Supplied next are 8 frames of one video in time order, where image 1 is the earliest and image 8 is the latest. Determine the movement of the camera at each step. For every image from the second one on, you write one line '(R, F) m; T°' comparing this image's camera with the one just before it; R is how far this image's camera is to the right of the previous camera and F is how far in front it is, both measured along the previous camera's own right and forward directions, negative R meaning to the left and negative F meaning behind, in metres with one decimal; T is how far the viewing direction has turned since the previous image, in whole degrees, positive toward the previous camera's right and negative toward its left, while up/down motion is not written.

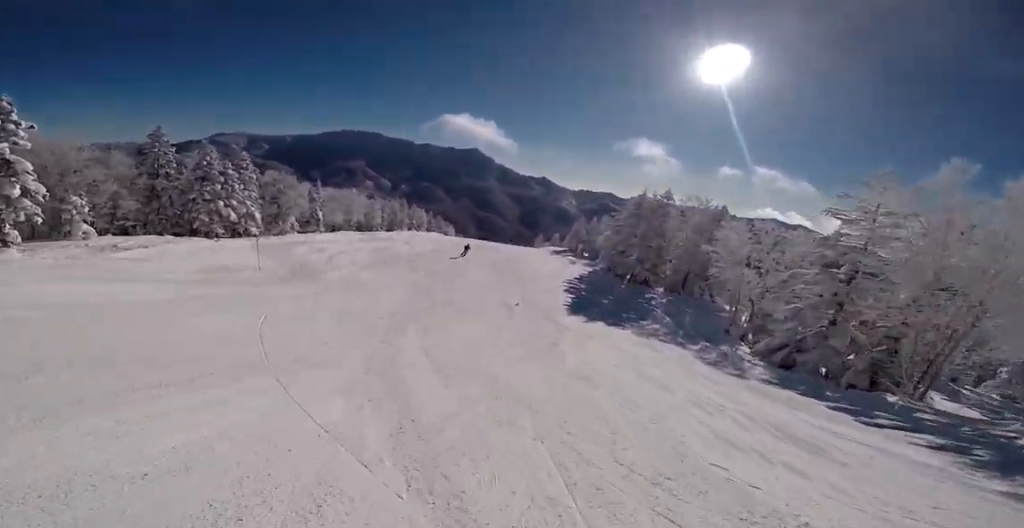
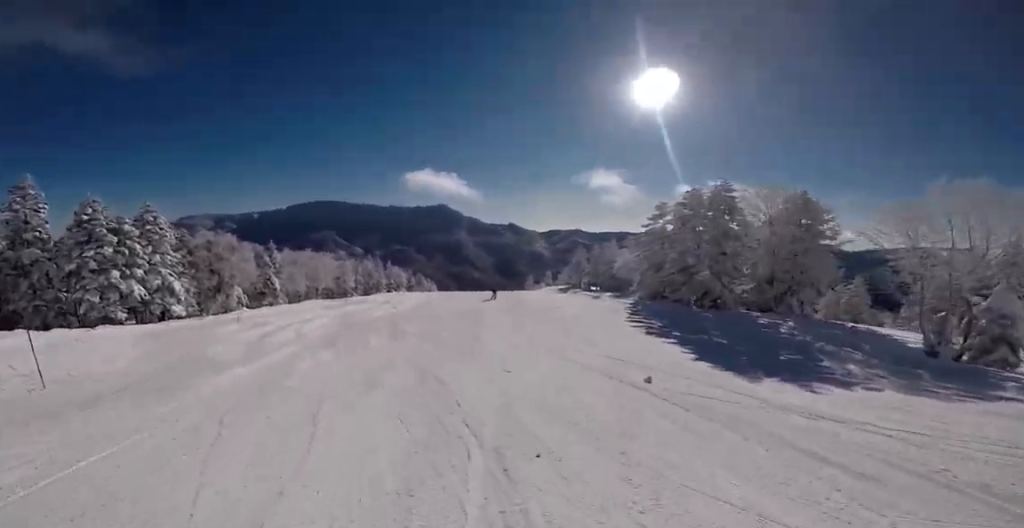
(+0.4, +11.3) m; +9°
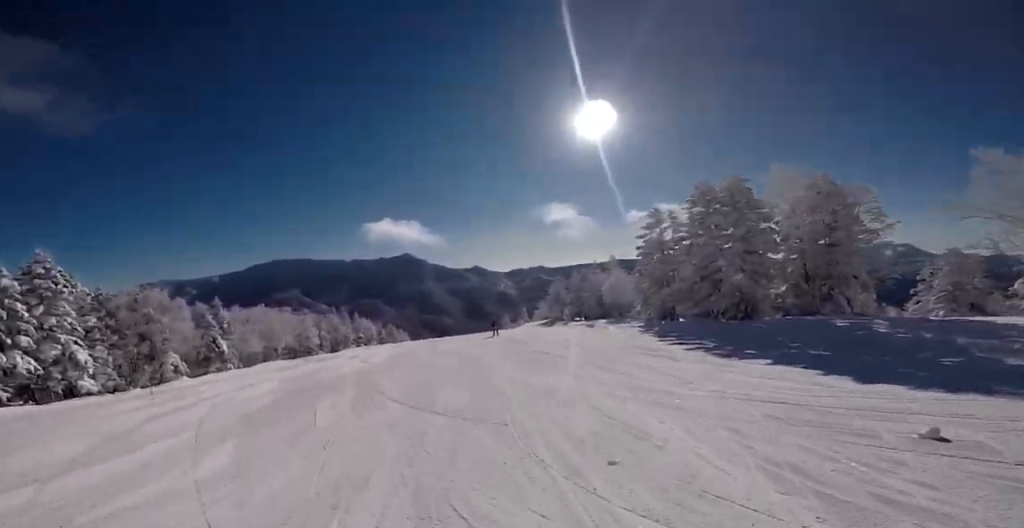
(+0.5, +5.5) m; +5°
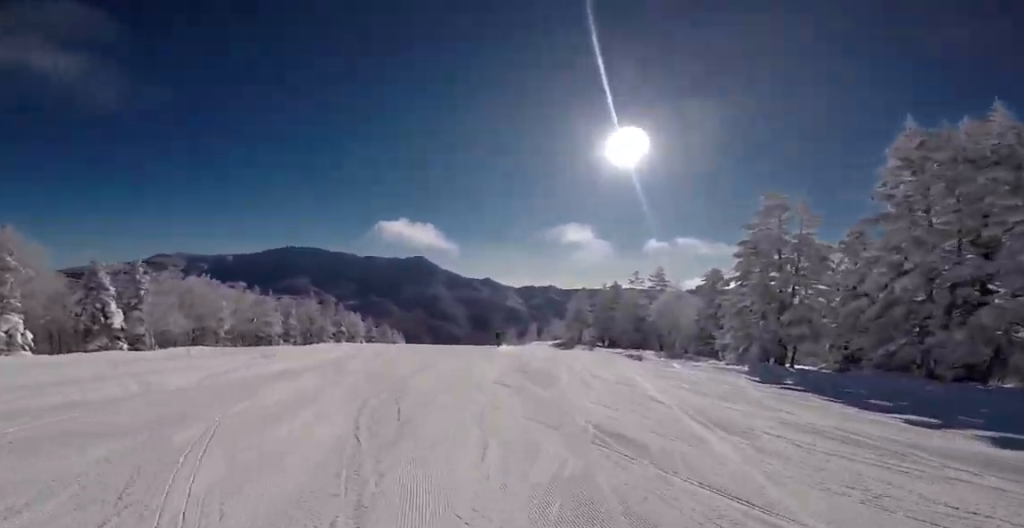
(+0.1, +12.1) m; +1°
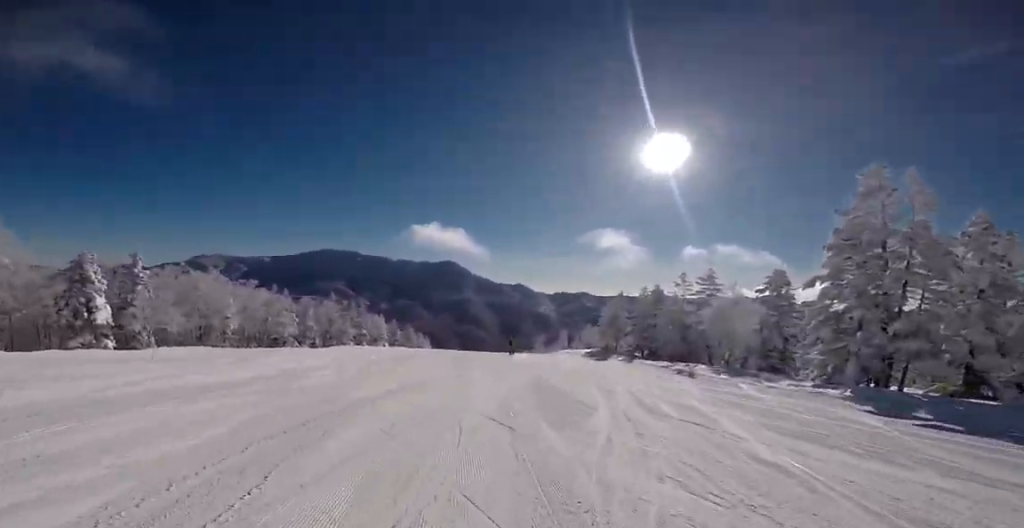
(0.0, +4.1) m; +1°
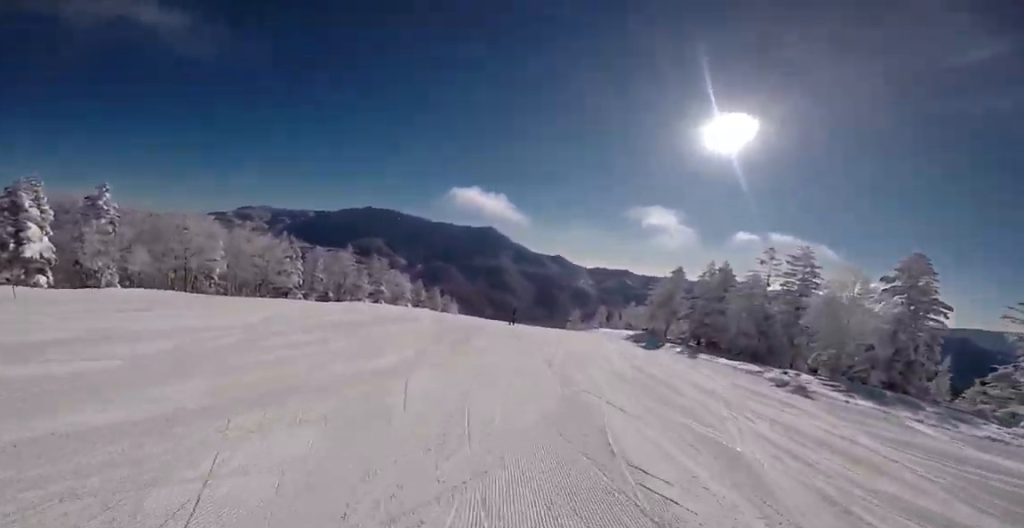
(+0.1, +7.3) m; 0°
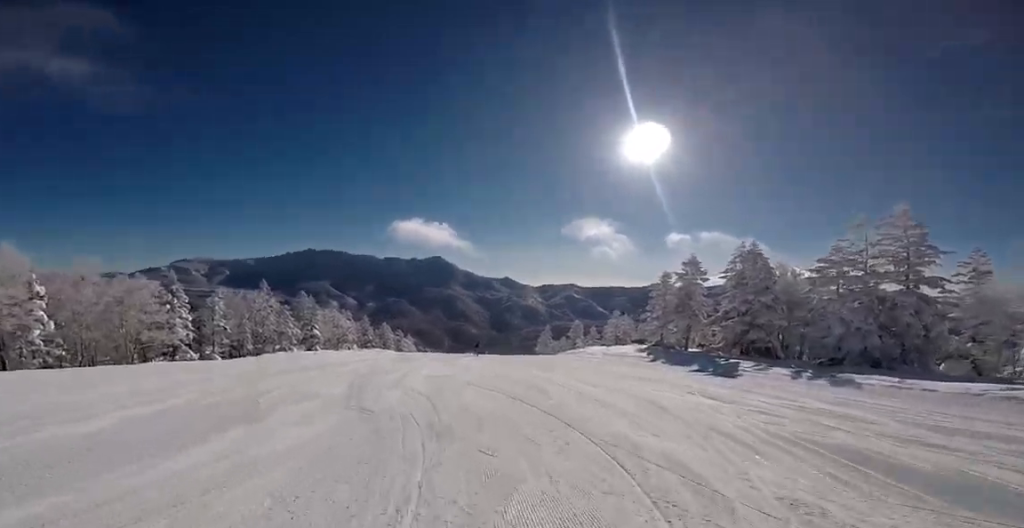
(-0.4, +12.7) m; -7°
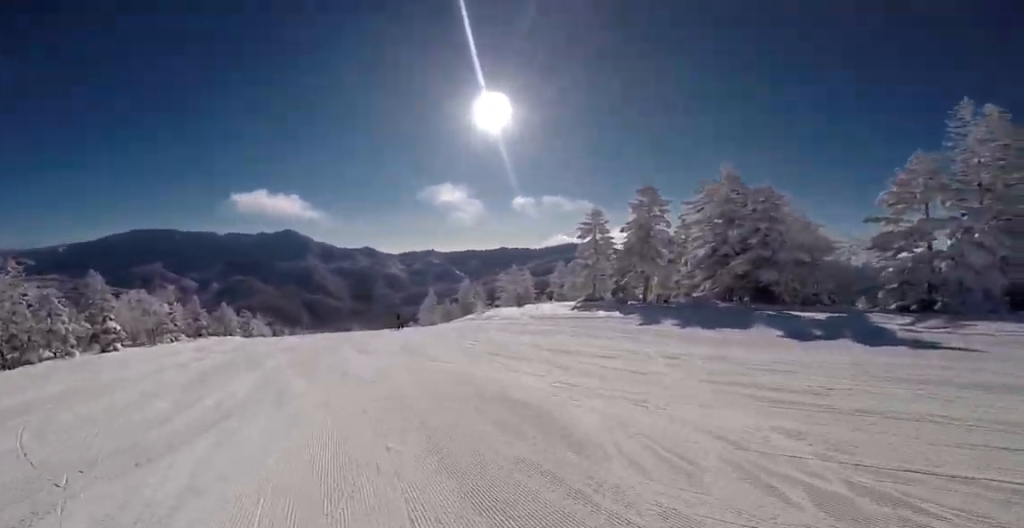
(0.0, +12.2) m; +7°
